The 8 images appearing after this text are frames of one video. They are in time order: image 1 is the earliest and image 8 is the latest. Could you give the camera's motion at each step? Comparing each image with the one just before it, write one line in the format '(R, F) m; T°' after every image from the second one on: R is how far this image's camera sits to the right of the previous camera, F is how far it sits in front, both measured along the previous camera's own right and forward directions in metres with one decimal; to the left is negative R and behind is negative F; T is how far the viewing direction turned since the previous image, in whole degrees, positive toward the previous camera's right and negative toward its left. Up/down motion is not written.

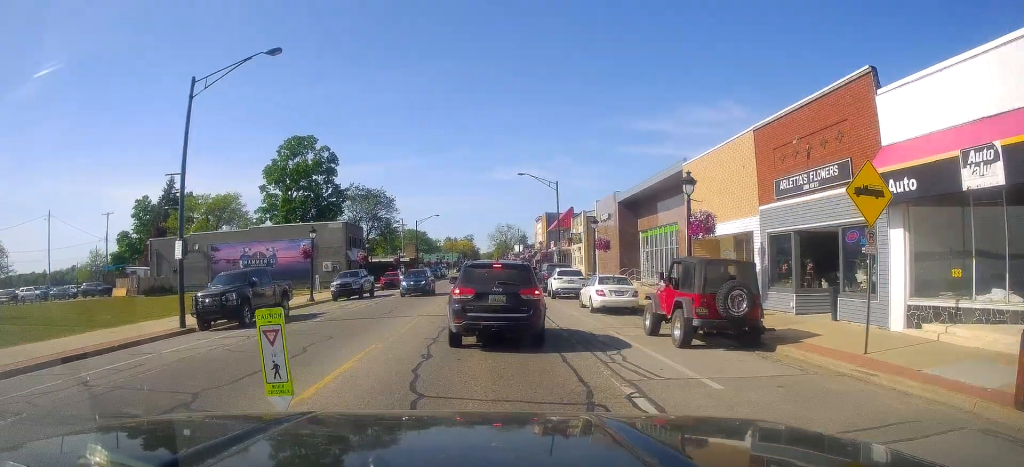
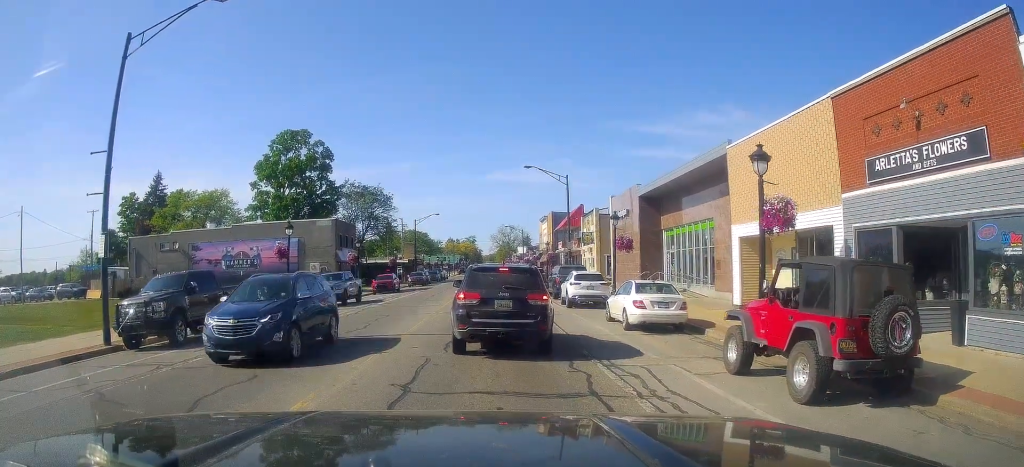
(0.0, +5.2) m; 0°
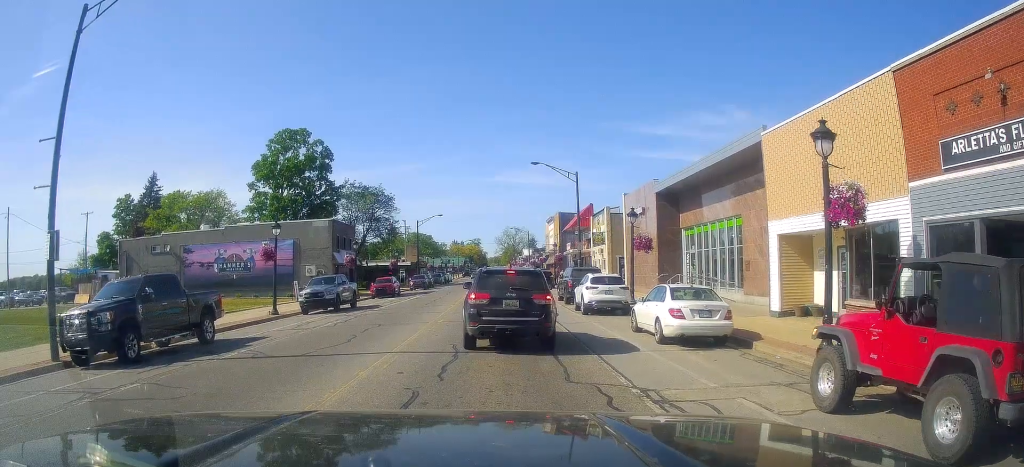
(0.0, +3.0) m; 0°
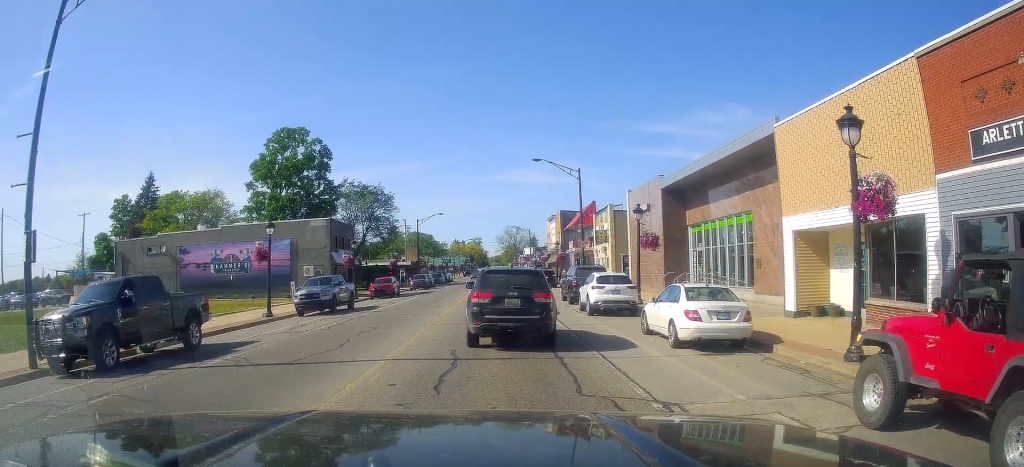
(0.0, +1.0) m; 0°
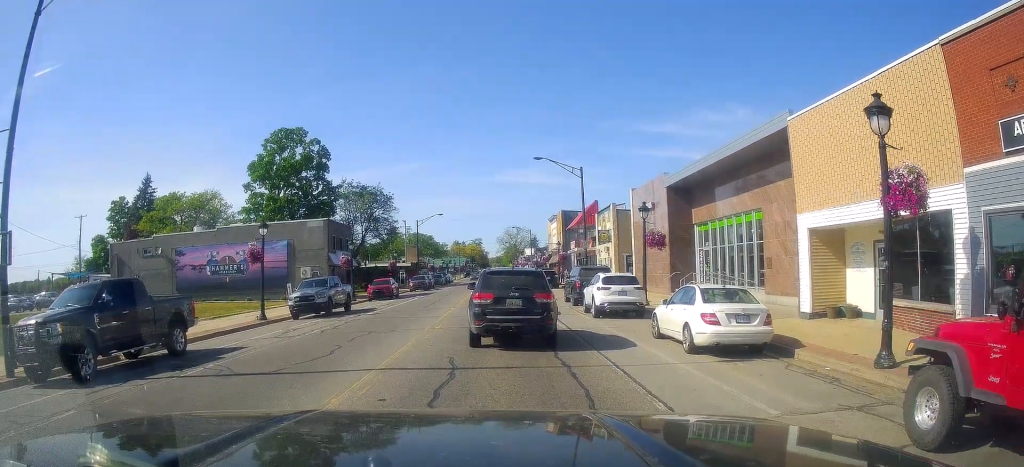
(0.0, +1.0) m; 0°
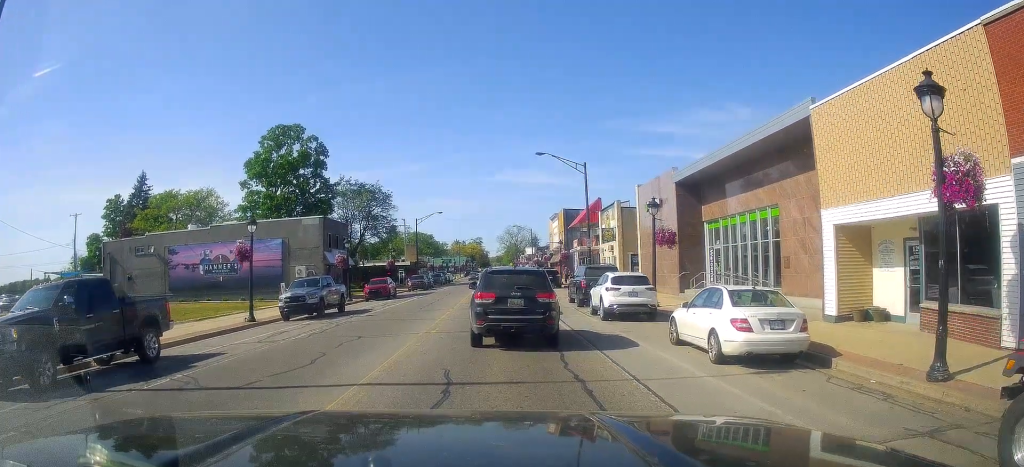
(0.0, +1.2) m; 0°
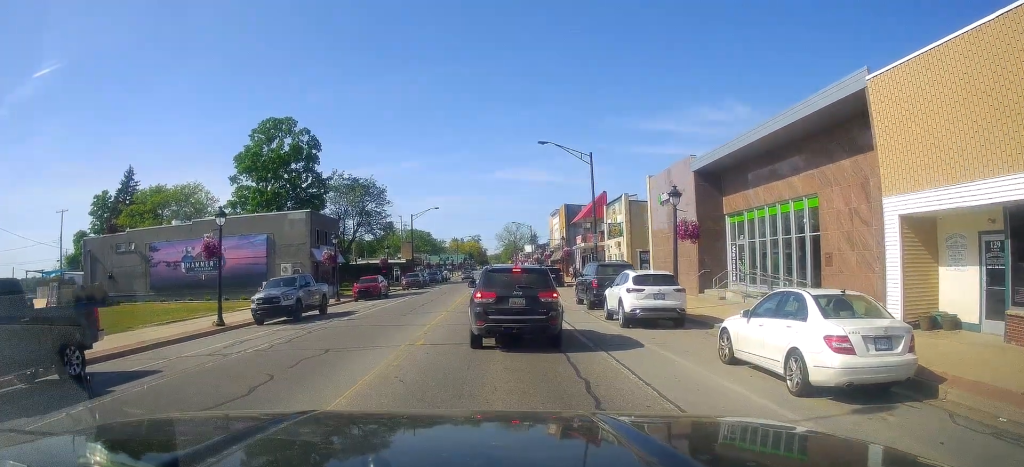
(0.0, +2.6) m; 0°
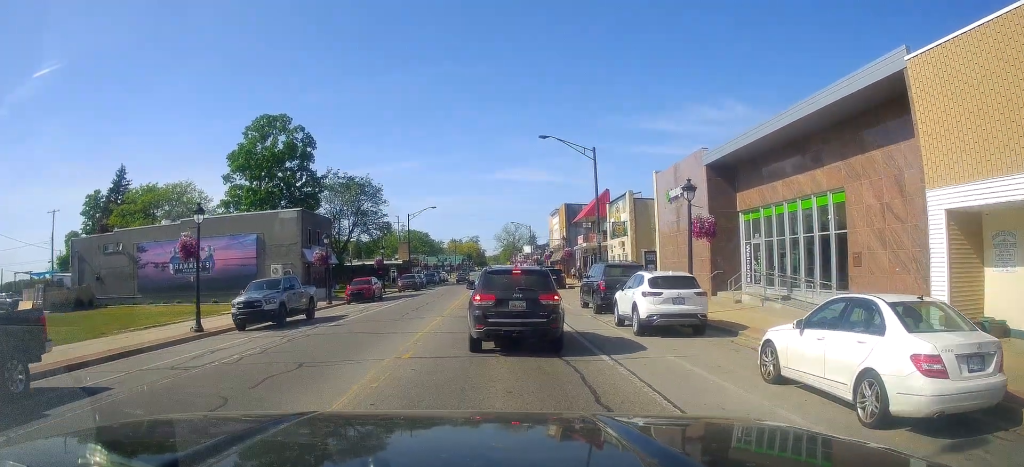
(0.0, +1.6) m; 0°
